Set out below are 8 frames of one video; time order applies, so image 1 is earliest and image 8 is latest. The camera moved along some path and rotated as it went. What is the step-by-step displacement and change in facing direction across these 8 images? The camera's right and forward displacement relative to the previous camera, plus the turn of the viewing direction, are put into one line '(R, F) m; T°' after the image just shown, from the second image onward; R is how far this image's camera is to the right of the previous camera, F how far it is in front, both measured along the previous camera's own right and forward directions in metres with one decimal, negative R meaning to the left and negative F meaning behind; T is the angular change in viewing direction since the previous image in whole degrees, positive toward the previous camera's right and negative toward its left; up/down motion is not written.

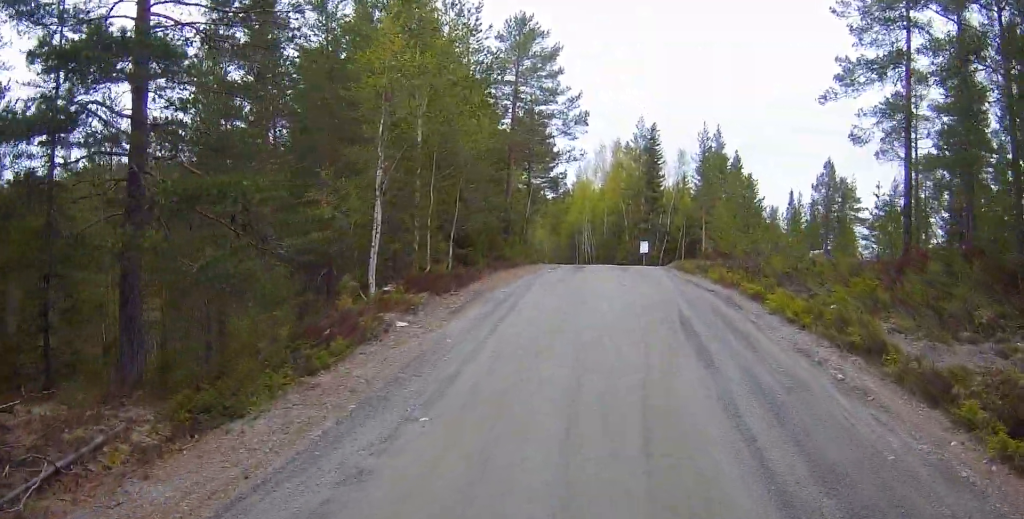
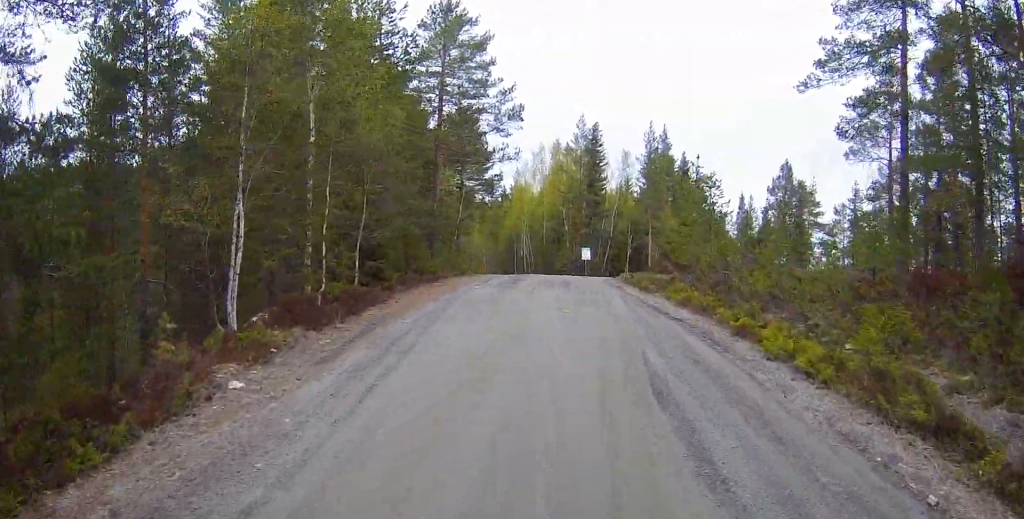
(+0.1, +3.2) m; +4°
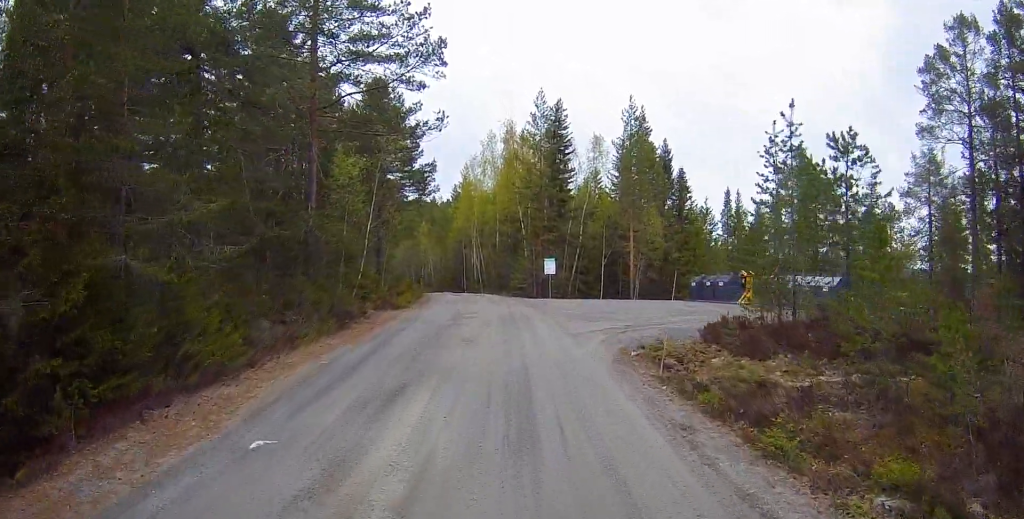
(+1.2, +11.6) m; +11°
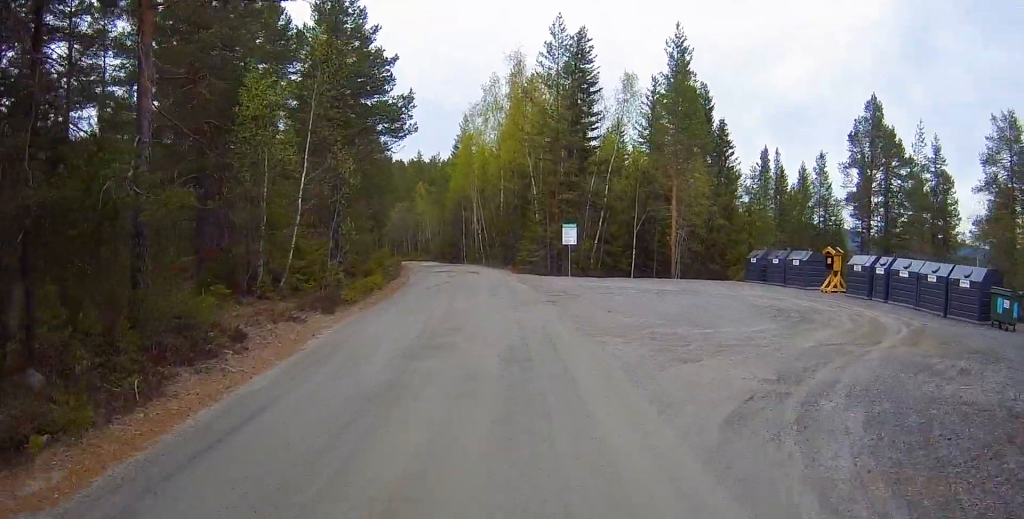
(+0.1, +9.8) m; 0°
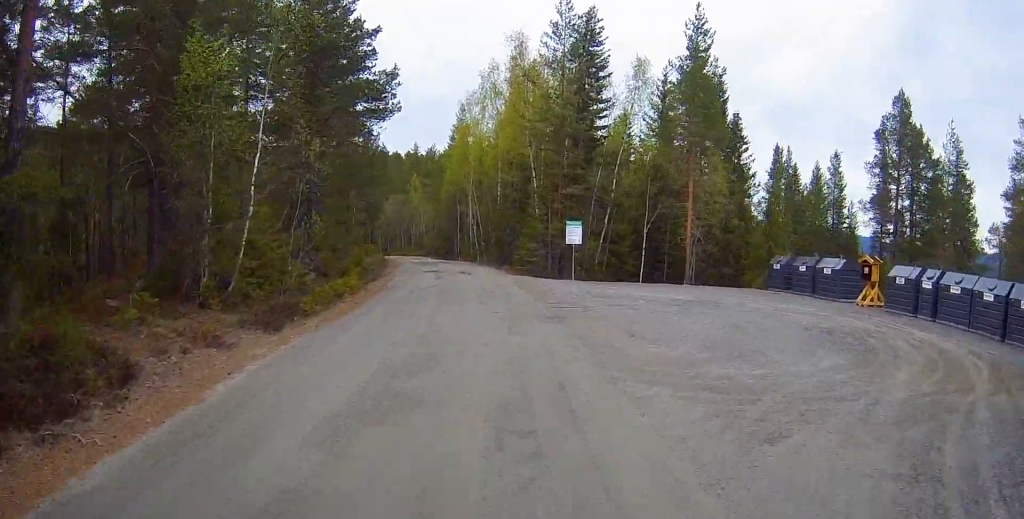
(0.0, +3.3) m; -1°
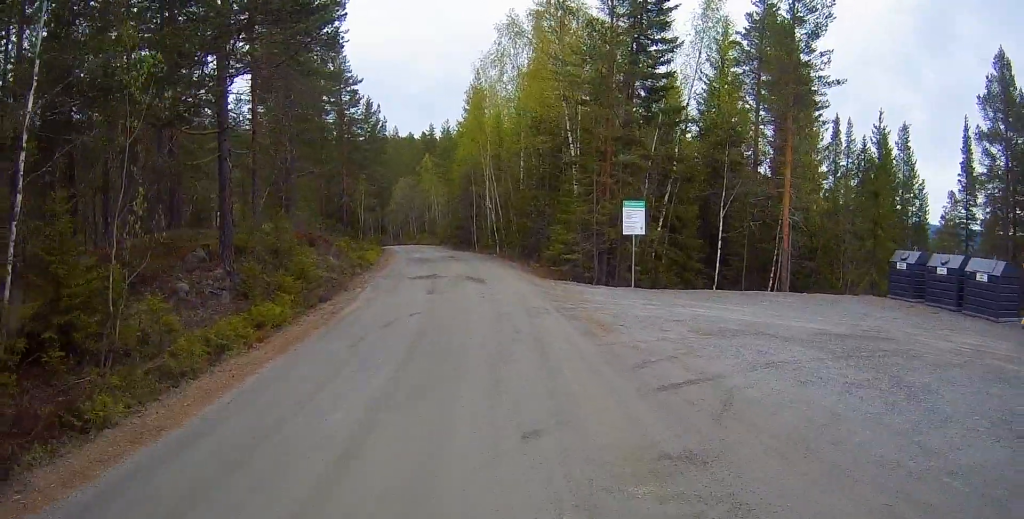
(-0.3, +9.1) m; -3°
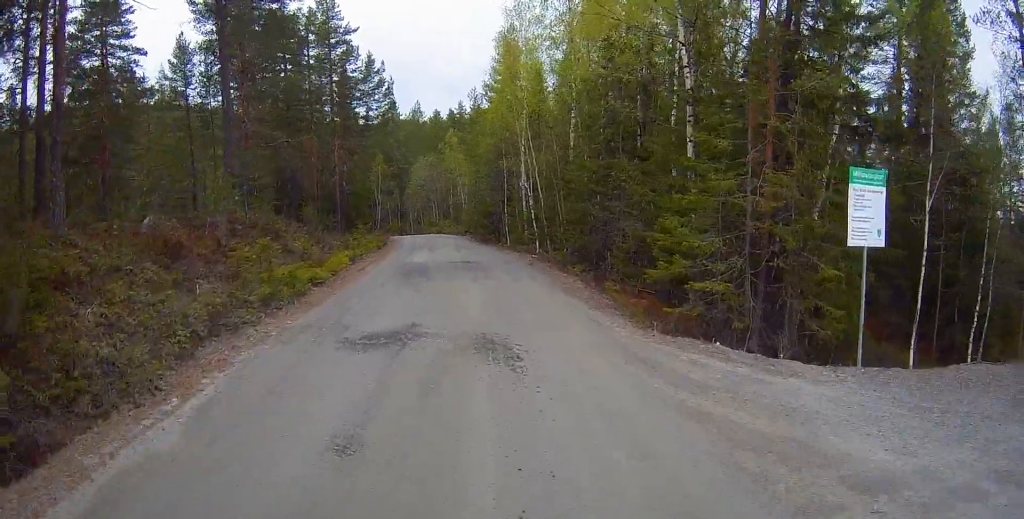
(-0.1, +11.8) m; 0°
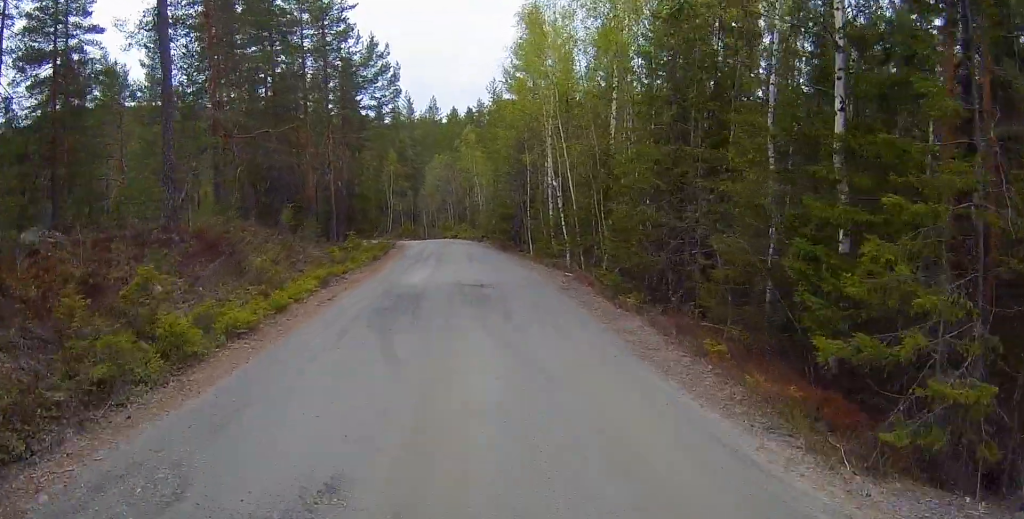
(+0.1, +5.9) m; 0°
